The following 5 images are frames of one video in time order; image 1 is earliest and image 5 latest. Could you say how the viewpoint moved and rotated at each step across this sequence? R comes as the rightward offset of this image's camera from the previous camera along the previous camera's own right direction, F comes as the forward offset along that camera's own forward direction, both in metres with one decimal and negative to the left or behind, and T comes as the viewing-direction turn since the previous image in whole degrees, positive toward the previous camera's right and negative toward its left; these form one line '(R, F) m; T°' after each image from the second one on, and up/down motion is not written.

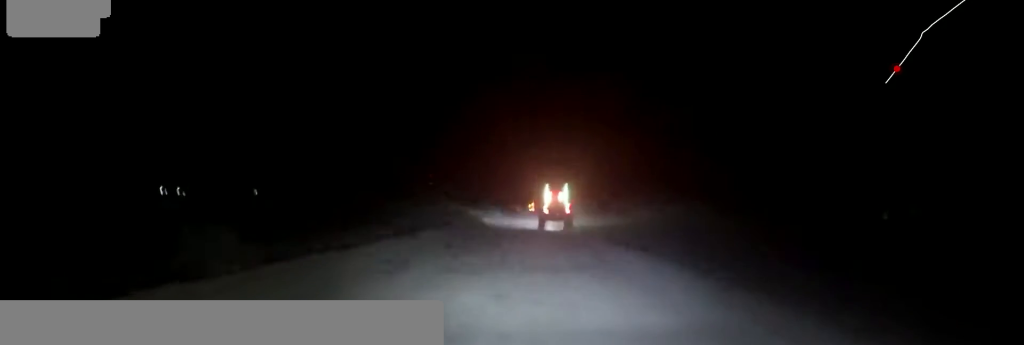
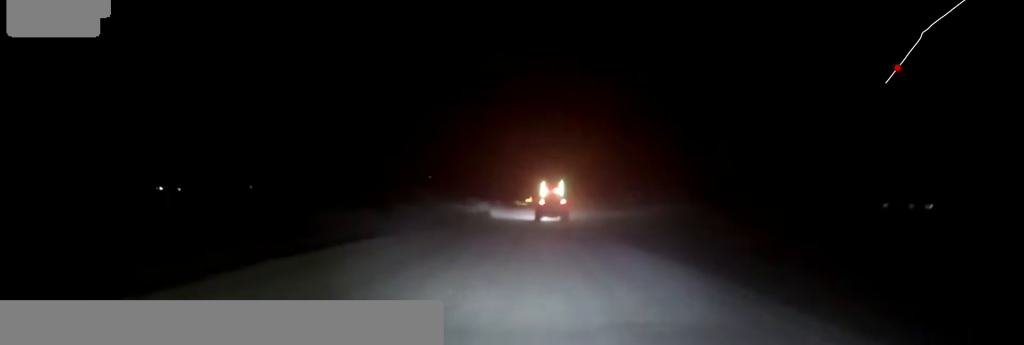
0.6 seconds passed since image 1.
(0.0, +11.2) m; 0°
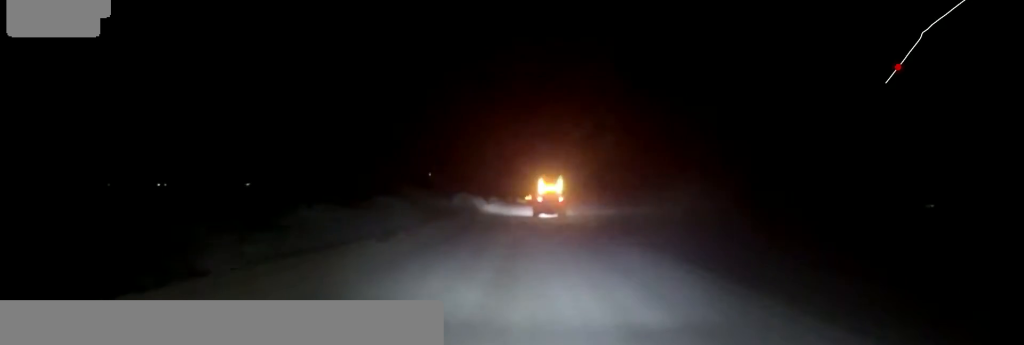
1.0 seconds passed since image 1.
(0.0, +8.8) m; 0°
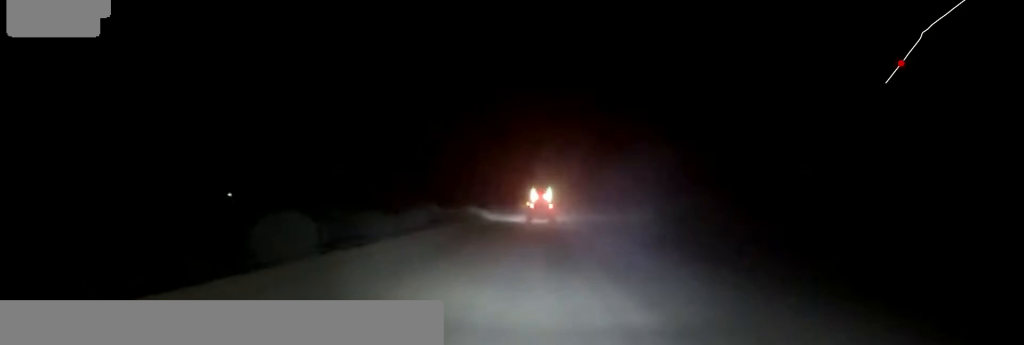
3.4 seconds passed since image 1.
(-0.1, +50.1) m; -3°
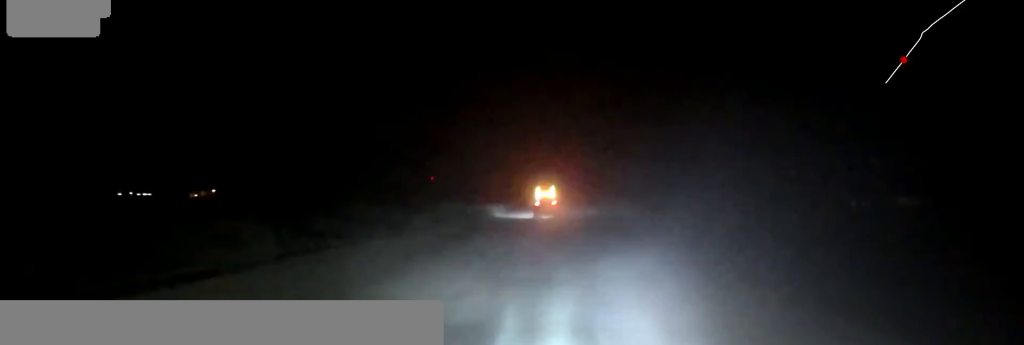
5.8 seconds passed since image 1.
(-0.3, +49.1) m; -1°
